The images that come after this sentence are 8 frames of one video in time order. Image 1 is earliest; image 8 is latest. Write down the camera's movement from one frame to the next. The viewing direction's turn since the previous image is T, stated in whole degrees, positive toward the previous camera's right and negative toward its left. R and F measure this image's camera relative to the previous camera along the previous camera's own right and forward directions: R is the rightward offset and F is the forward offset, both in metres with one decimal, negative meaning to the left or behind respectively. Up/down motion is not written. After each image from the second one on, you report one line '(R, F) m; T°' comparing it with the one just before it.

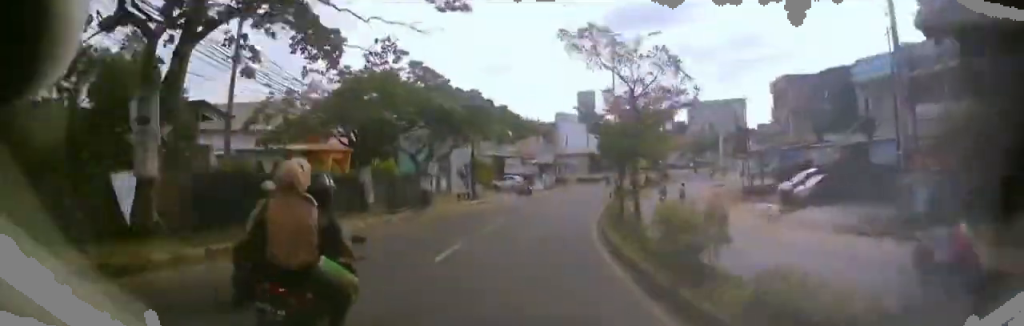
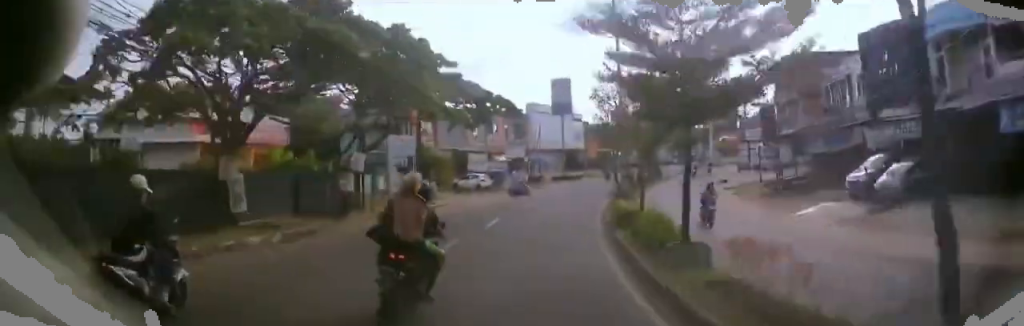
(0.0, +10.8) m; 0°
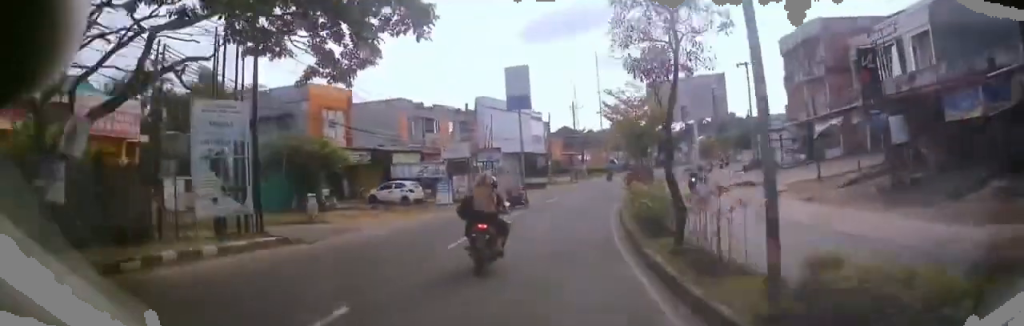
(0.0, +15.8) m; 0°
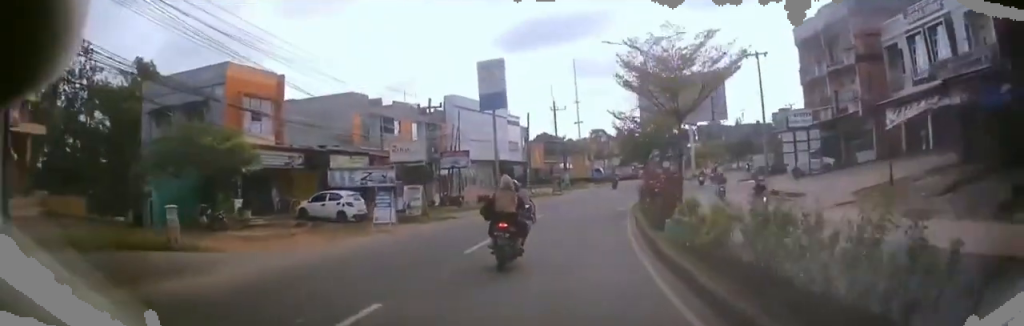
(0.0, +9.5) m; +2°
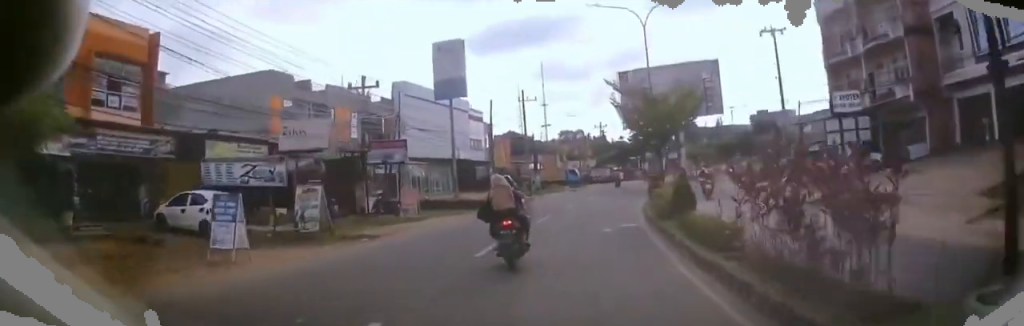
(-0.1, +10.7) m; +6°
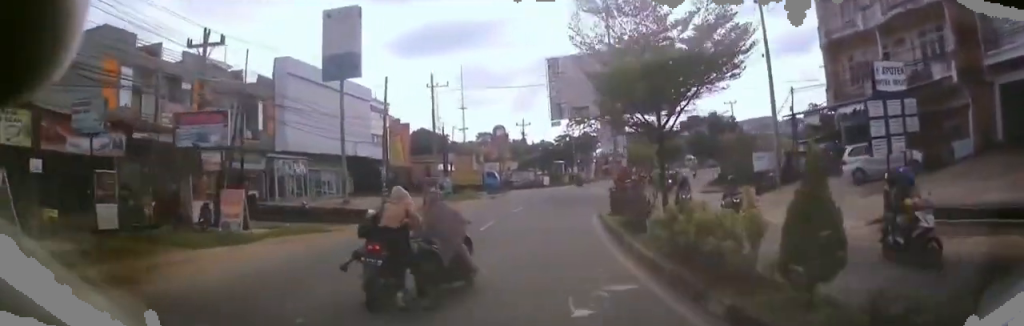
(+1.7, +10.1) m; +12°
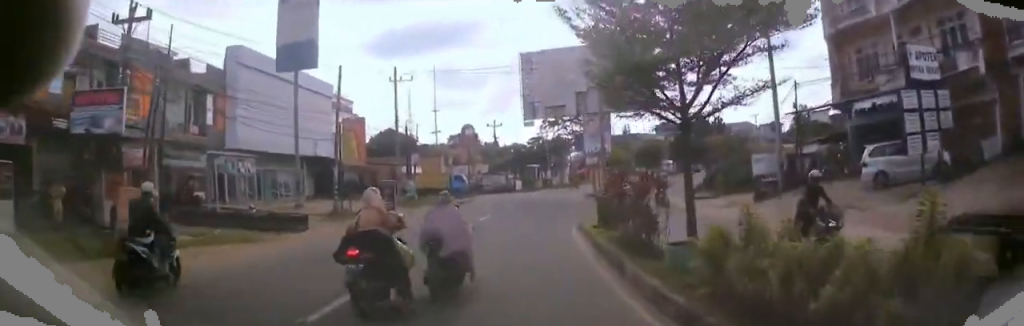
(+0.2, +4.2) m; +2°
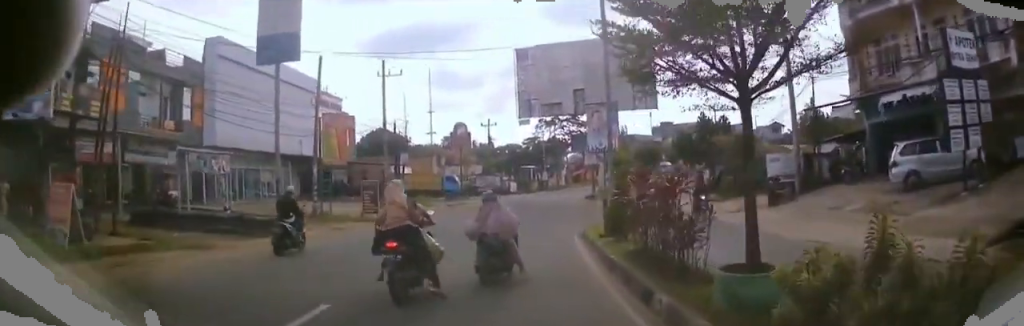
(0.0, +2.6) m; 0°
